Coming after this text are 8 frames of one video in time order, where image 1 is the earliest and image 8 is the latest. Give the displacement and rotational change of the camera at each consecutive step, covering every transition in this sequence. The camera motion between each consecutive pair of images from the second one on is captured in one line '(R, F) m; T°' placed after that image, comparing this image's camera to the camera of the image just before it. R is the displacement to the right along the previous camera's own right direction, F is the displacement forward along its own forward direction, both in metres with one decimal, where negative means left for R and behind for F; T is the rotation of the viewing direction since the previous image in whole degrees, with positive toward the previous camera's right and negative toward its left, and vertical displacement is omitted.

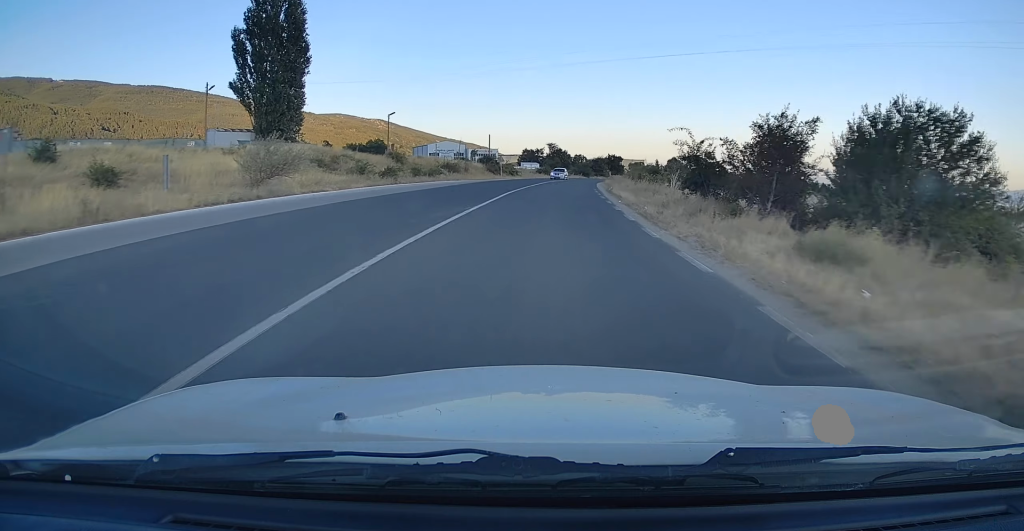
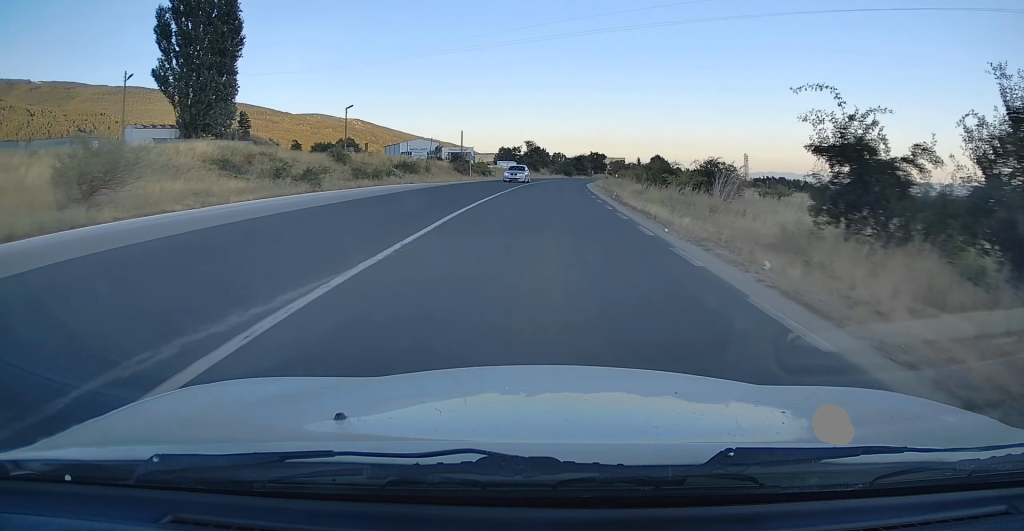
(-0.1, +11.8) m; +2°
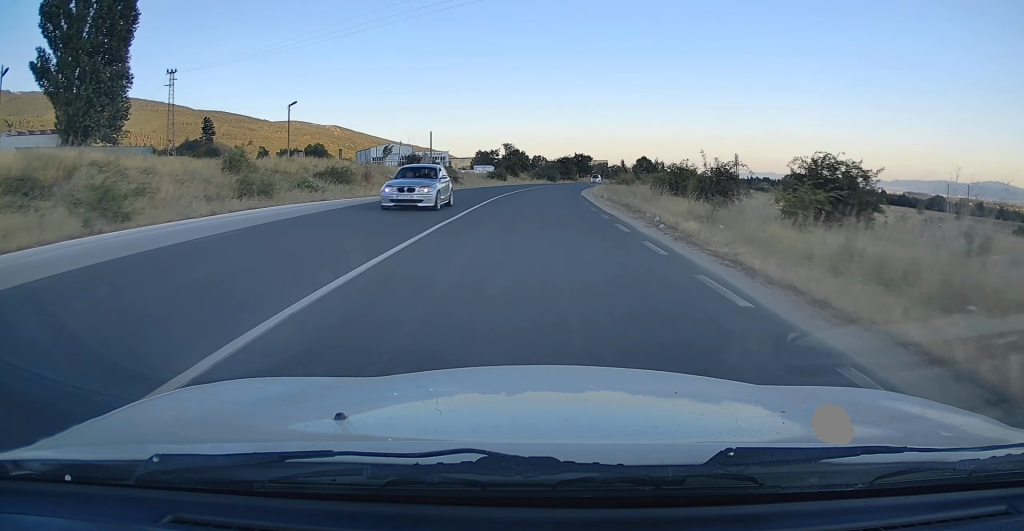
(+0.6, +14.3) m; +3°
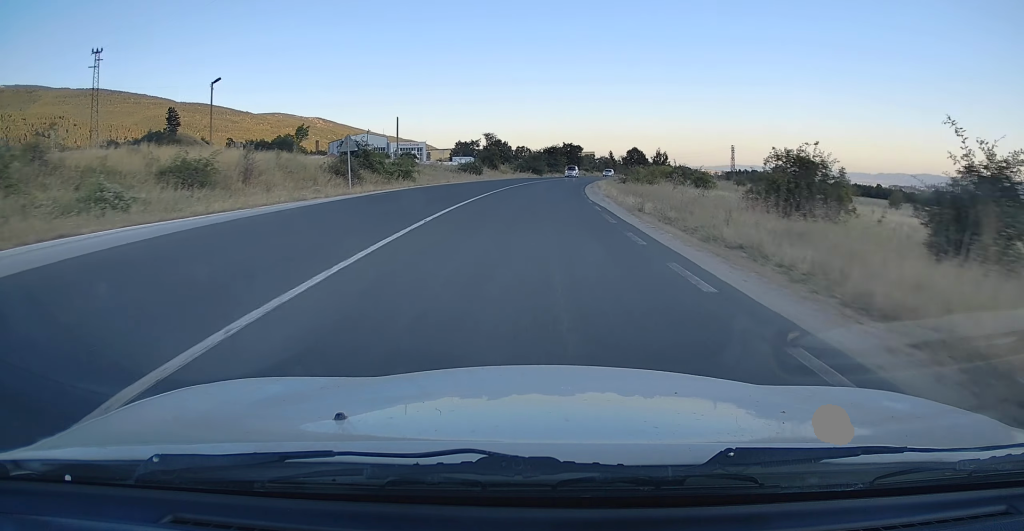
(+0.4, +15.8) m; +2°
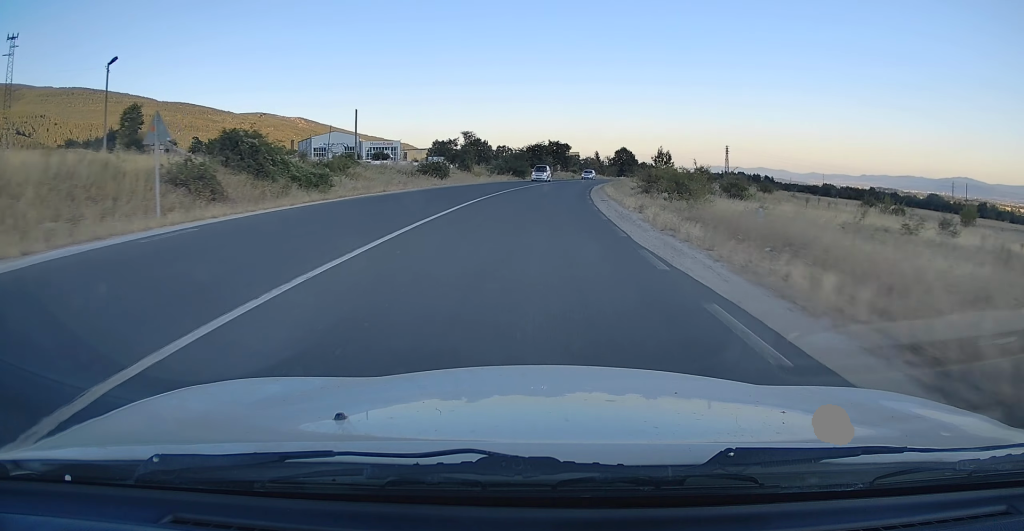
(+0.2, +14.3) m; +1°
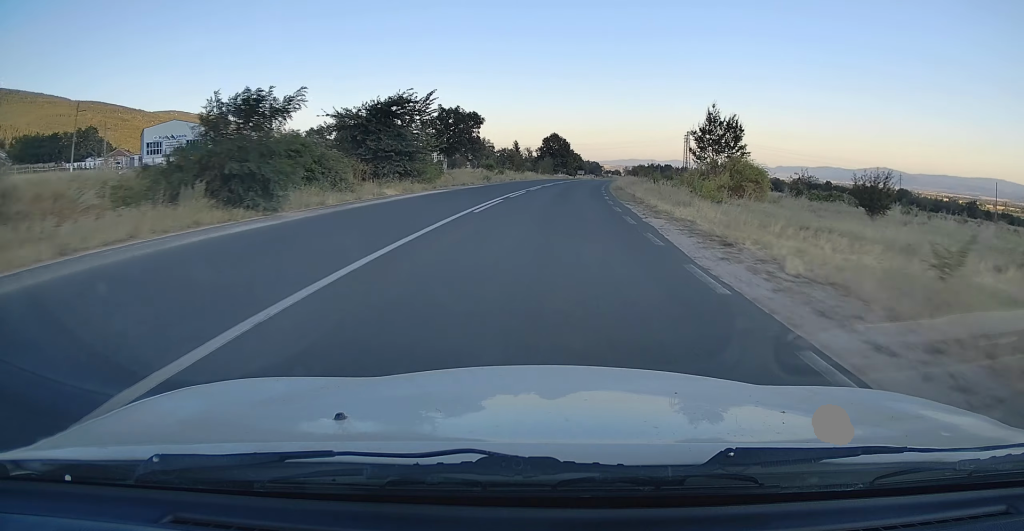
(+2.8, +53.3) m; +8°
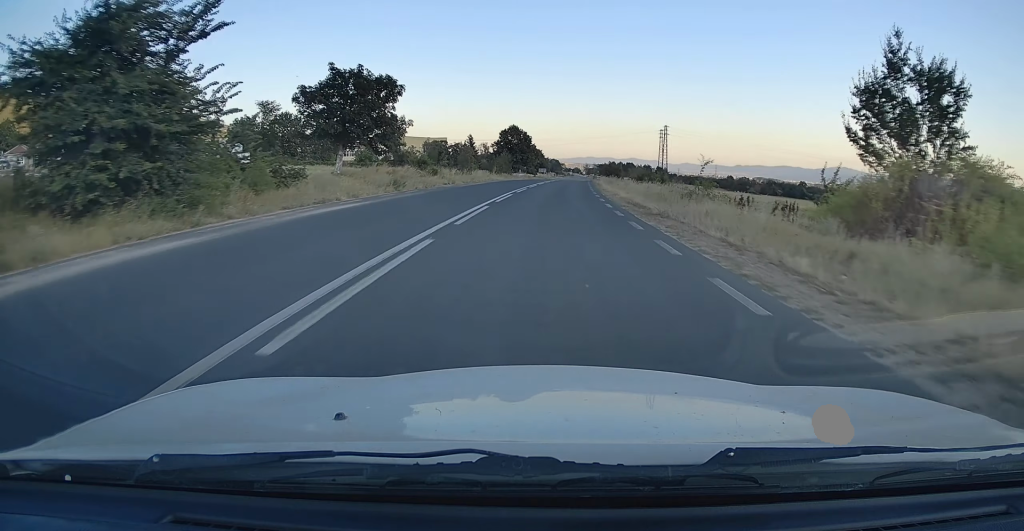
(+0.8, +21.4) m; +3°
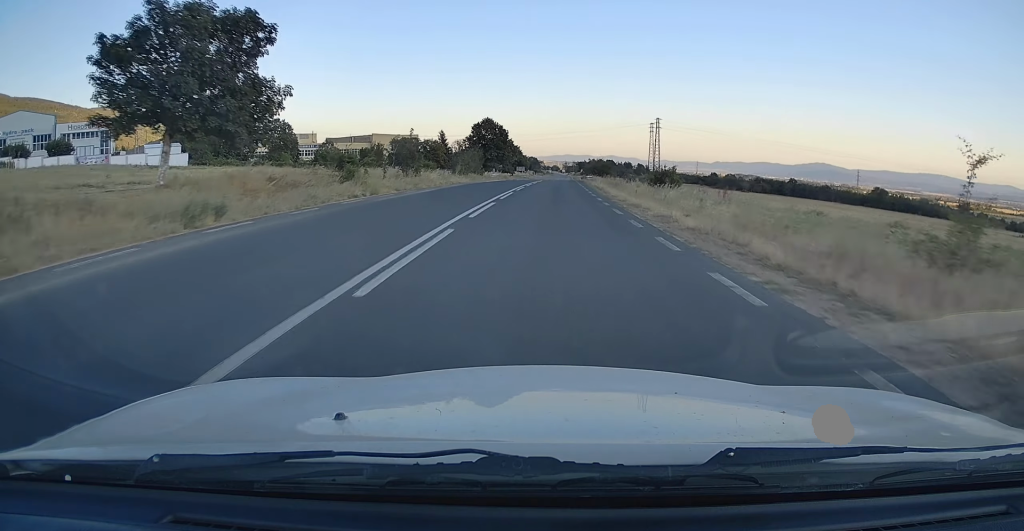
(+0.1, +15.6) m; +2°
